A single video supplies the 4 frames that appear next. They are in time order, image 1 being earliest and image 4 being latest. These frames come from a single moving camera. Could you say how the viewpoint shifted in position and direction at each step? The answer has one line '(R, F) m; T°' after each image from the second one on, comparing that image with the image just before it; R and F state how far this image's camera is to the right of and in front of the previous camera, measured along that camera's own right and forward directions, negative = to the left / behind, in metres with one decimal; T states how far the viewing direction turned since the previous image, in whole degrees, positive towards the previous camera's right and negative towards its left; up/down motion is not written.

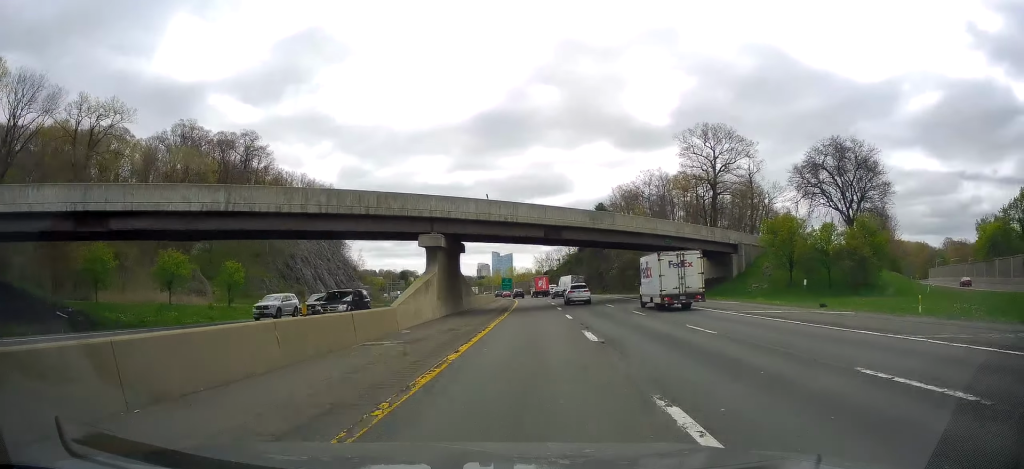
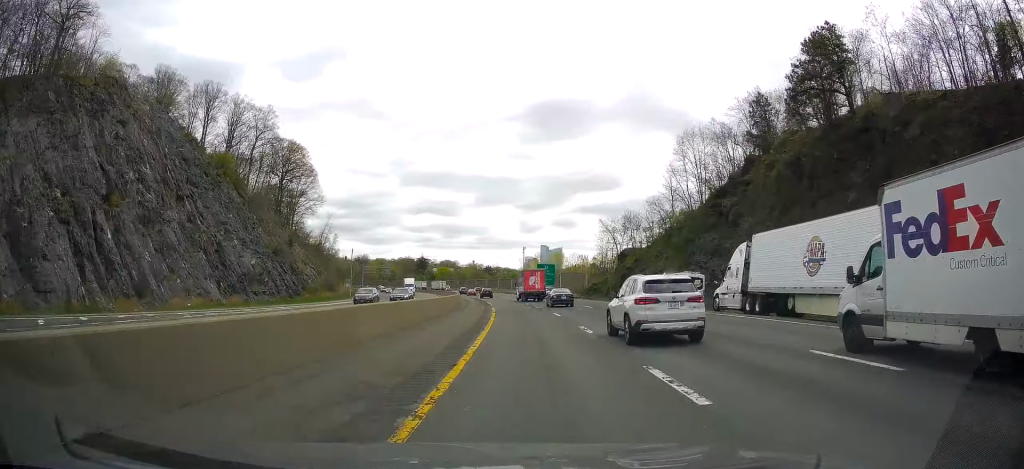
(+0.7, +107.0) m; -2°
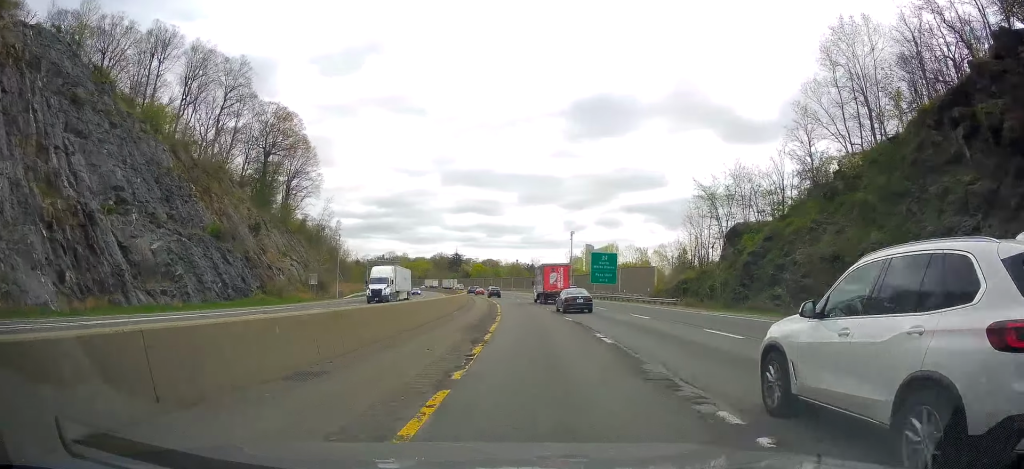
(-0.8, +40.9) m; -3°
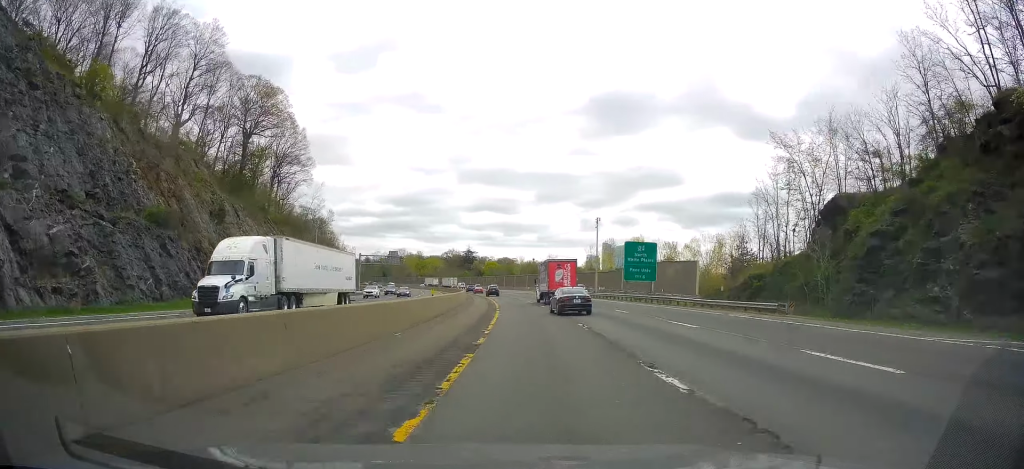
(-0.7, +20.1) m; -2°
